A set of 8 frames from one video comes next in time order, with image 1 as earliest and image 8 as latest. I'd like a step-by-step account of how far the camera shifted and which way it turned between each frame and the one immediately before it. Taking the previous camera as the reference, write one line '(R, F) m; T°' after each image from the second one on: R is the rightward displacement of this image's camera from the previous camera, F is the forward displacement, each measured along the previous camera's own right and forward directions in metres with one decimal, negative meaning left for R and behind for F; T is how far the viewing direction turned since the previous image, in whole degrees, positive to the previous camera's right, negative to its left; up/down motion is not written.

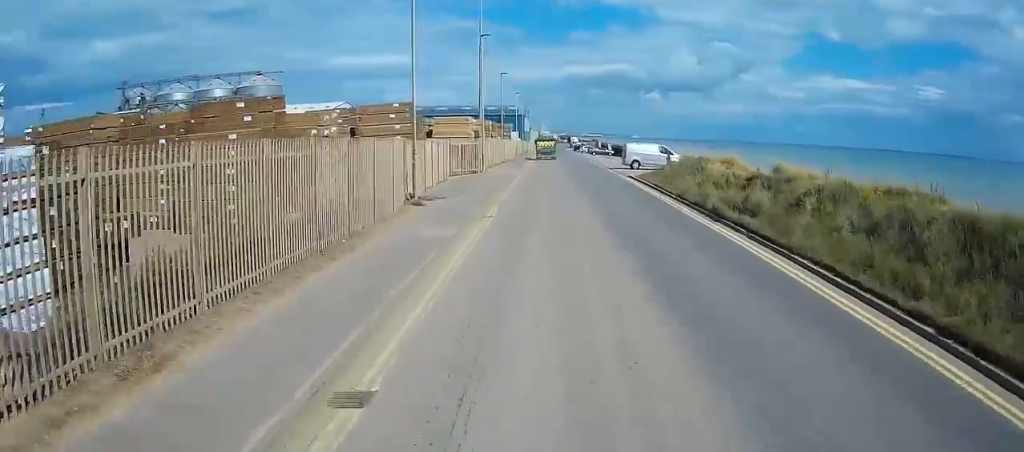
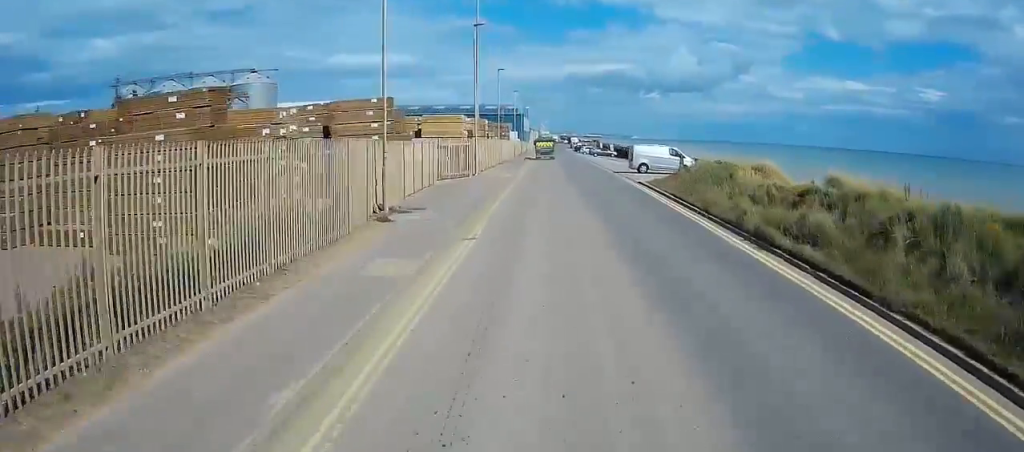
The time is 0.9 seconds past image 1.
(0.0, +5.2) m; +1°
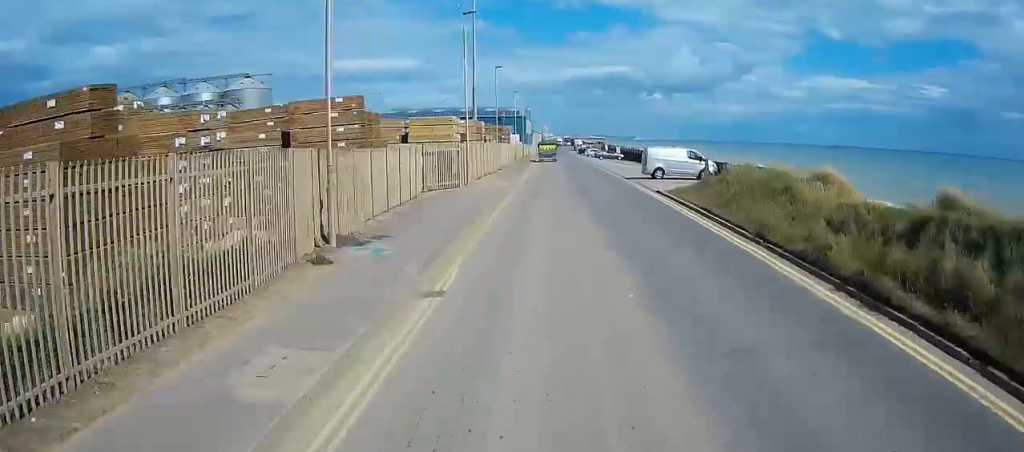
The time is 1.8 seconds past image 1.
(+0.1, +5.9) m; 0°
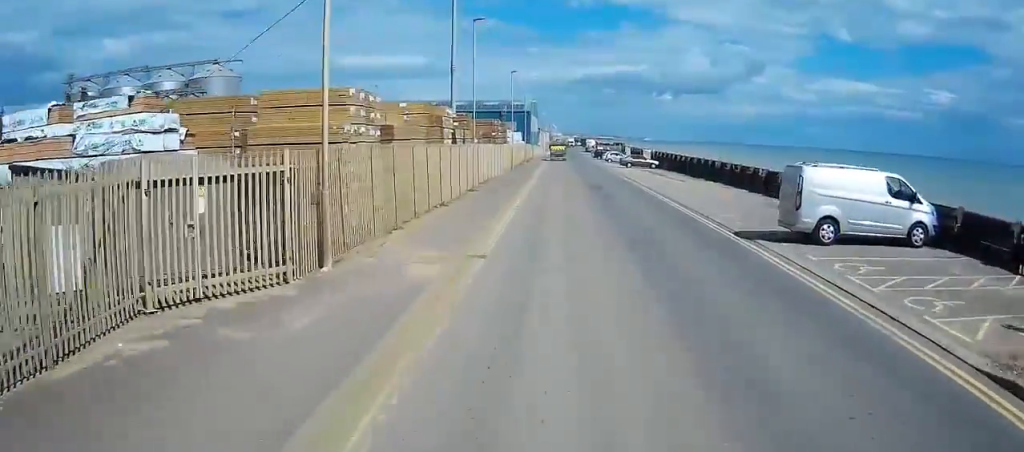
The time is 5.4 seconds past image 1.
(-0.1, +27.8) m; 0°
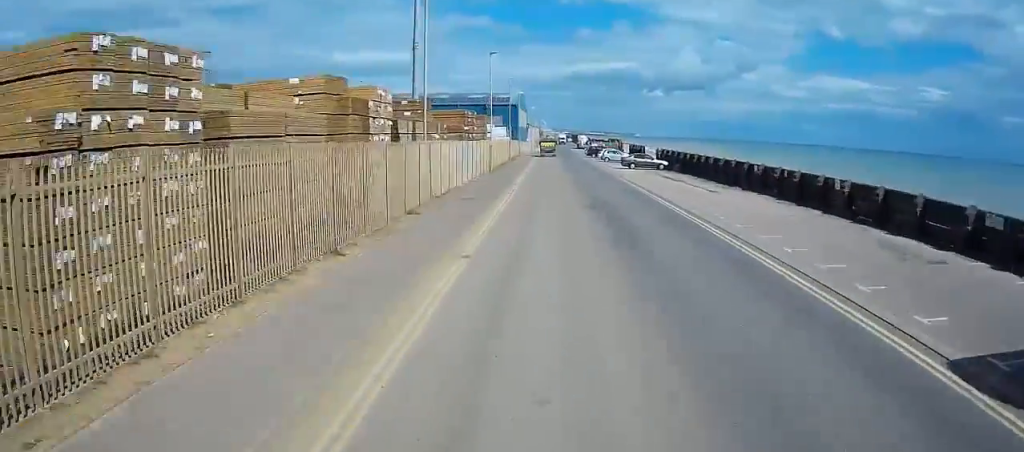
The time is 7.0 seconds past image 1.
(0.0, +13.0) m; -1°
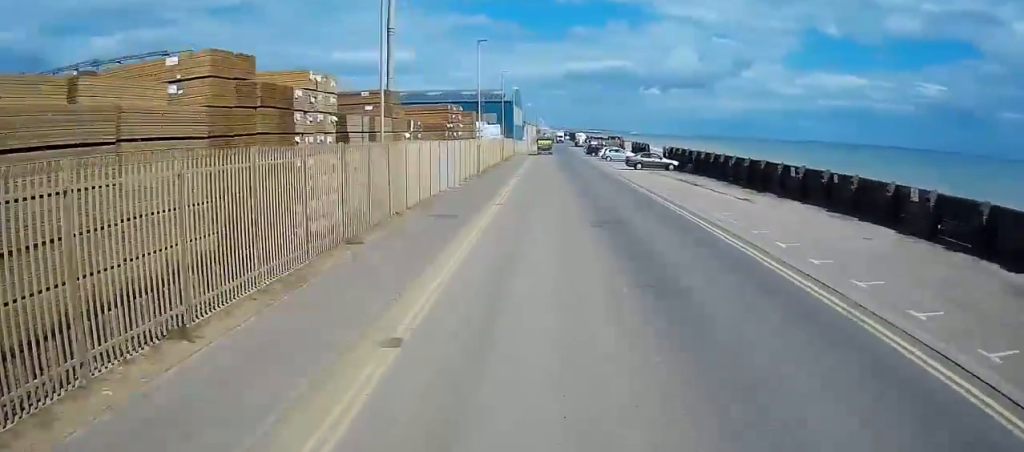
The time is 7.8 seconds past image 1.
(0.0, +6.5) m; 0°
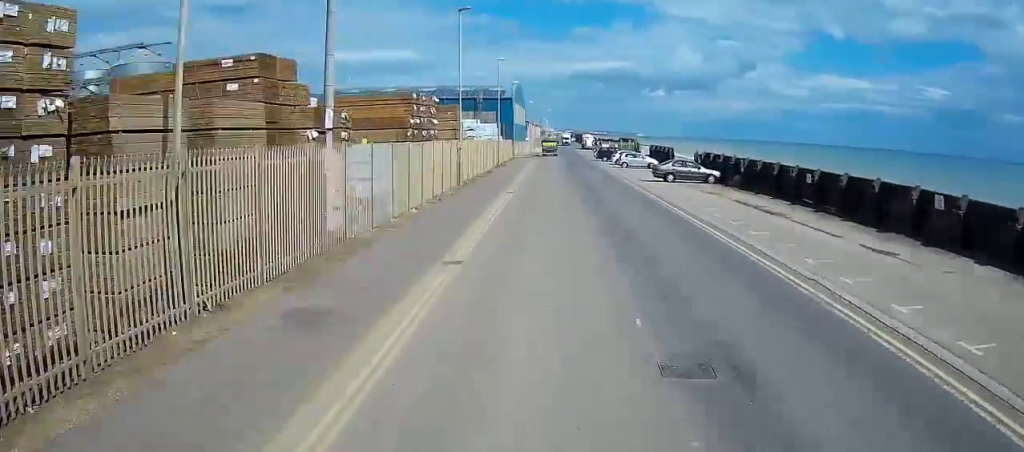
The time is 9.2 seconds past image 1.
(-0.1, +13.3) m; -1°
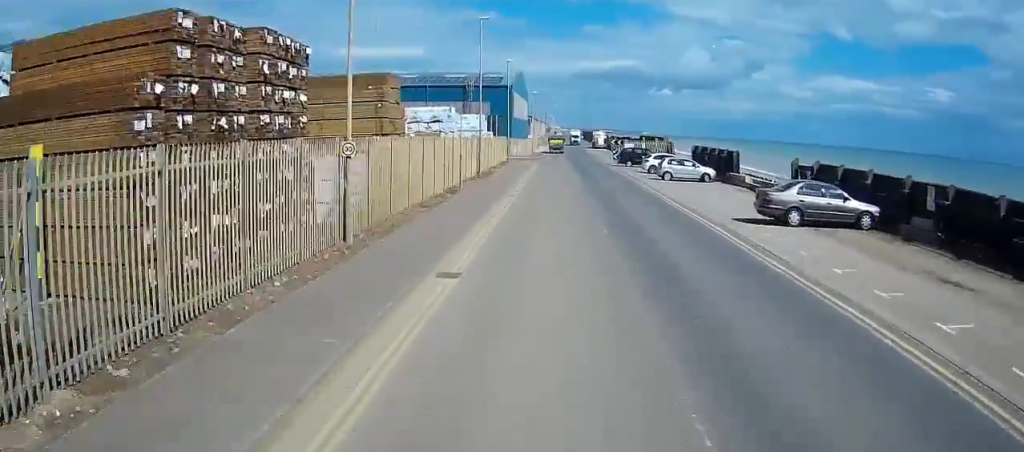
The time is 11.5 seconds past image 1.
(0.0, +21.3) m; 0°
